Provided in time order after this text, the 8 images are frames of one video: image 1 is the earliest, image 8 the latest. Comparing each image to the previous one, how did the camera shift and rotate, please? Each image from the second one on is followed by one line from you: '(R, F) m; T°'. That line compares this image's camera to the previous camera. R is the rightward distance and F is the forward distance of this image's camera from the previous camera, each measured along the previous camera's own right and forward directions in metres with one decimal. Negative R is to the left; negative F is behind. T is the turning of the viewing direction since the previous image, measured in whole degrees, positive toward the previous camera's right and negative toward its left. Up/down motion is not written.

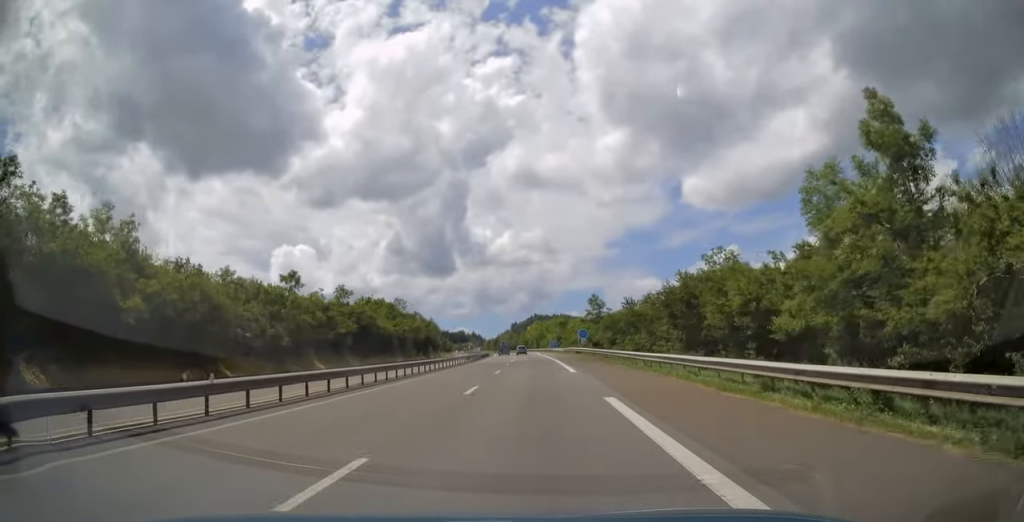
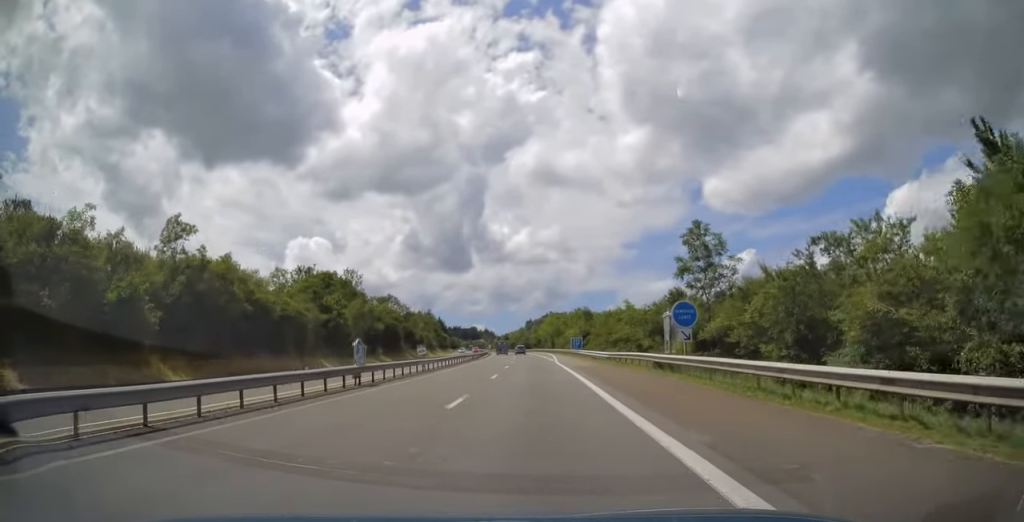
(-0.8, +42.5) m; -2°
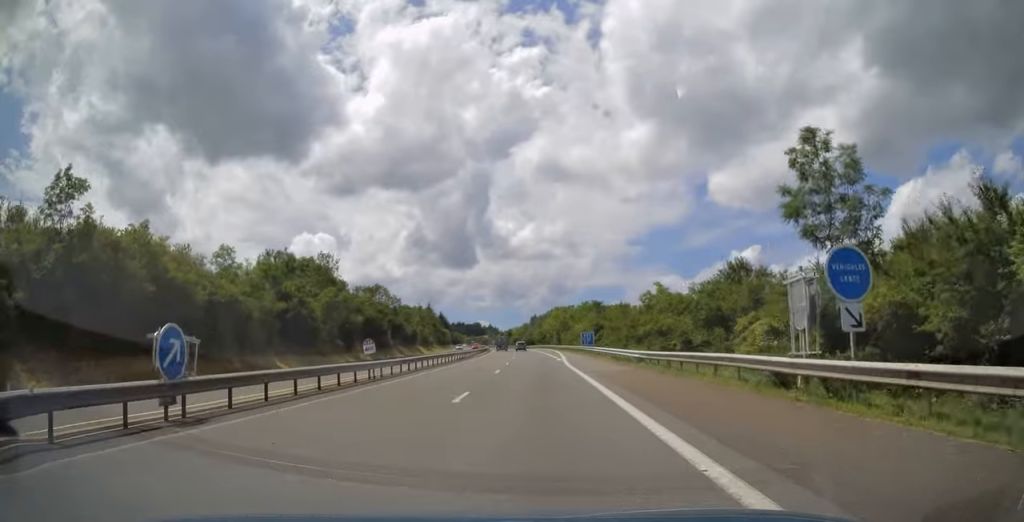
(-0.1, +12.7) m; 0°
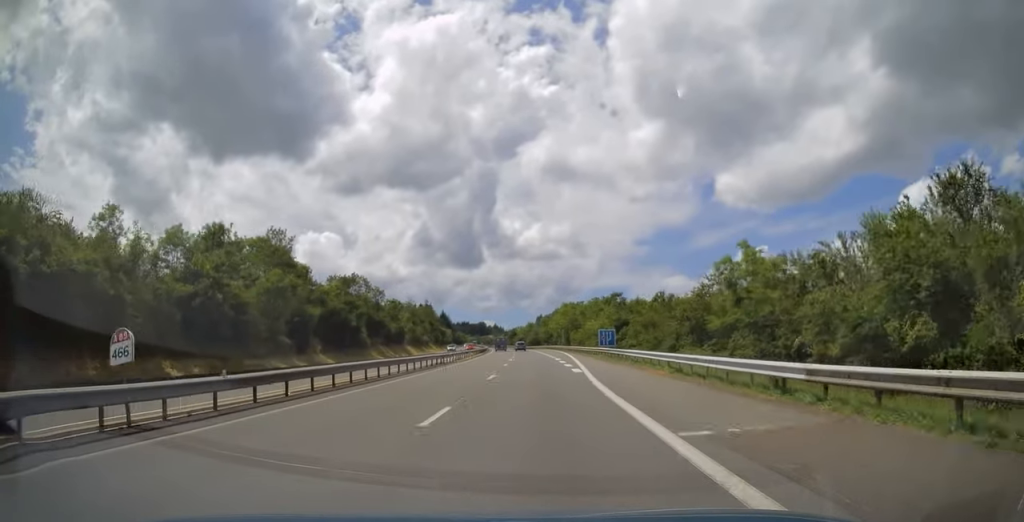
(-0.1, +16.7) m; 0°
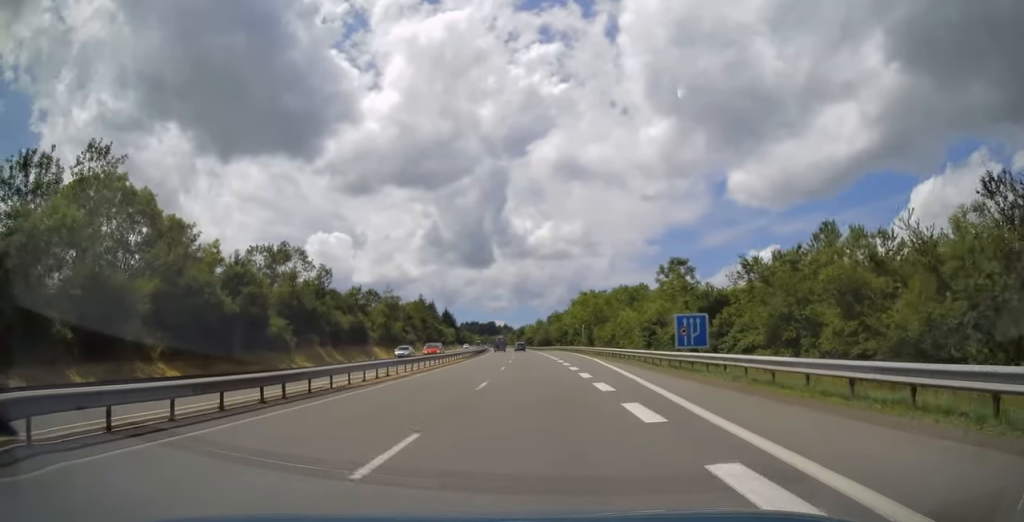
(-0.1, +29.9) m; -1°
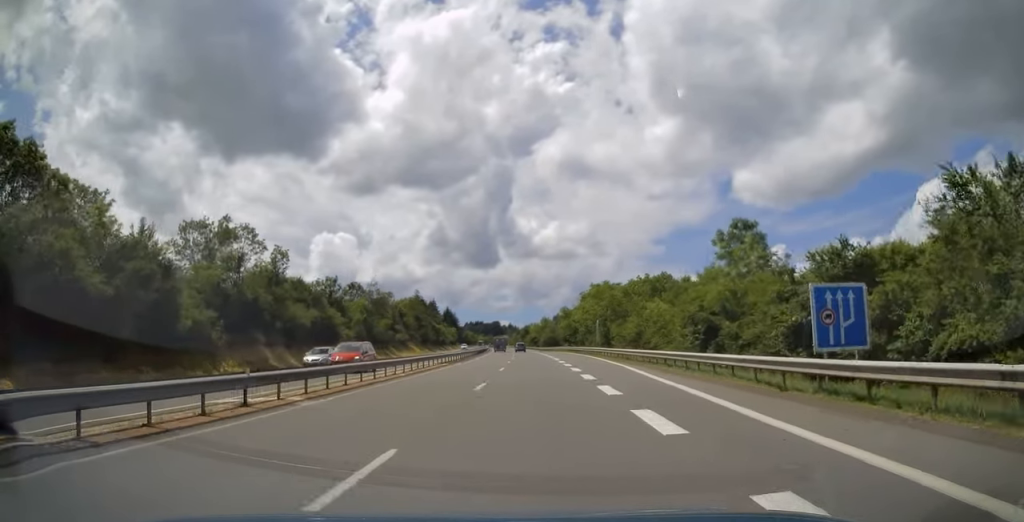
(-0.2, +14.2) m; 0°
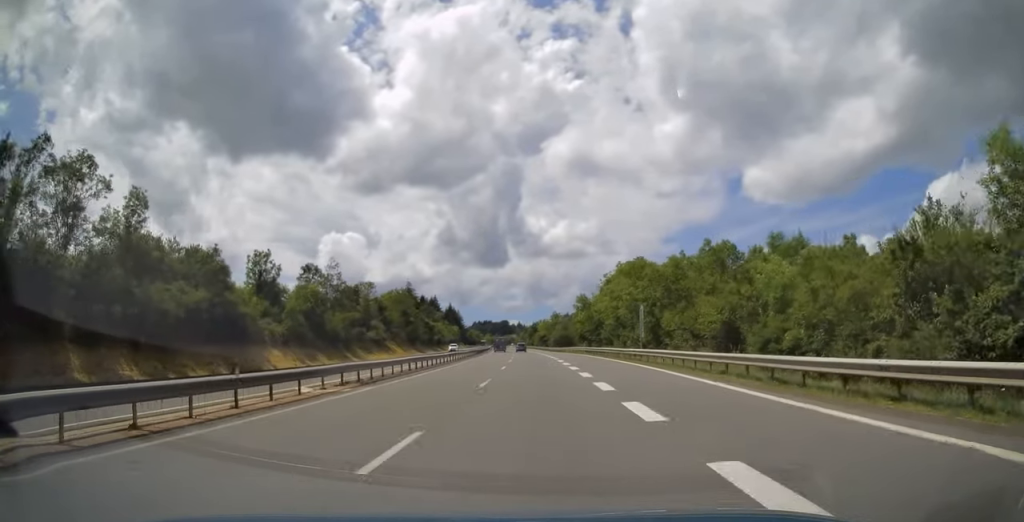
(-0.1, +24.3) m; -1°
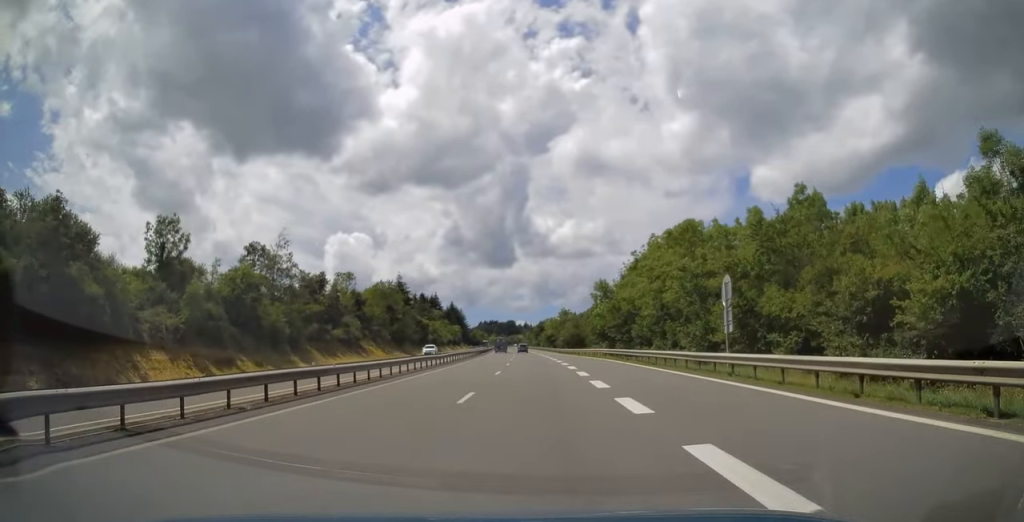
(0.0, +18.2) m; -1°
